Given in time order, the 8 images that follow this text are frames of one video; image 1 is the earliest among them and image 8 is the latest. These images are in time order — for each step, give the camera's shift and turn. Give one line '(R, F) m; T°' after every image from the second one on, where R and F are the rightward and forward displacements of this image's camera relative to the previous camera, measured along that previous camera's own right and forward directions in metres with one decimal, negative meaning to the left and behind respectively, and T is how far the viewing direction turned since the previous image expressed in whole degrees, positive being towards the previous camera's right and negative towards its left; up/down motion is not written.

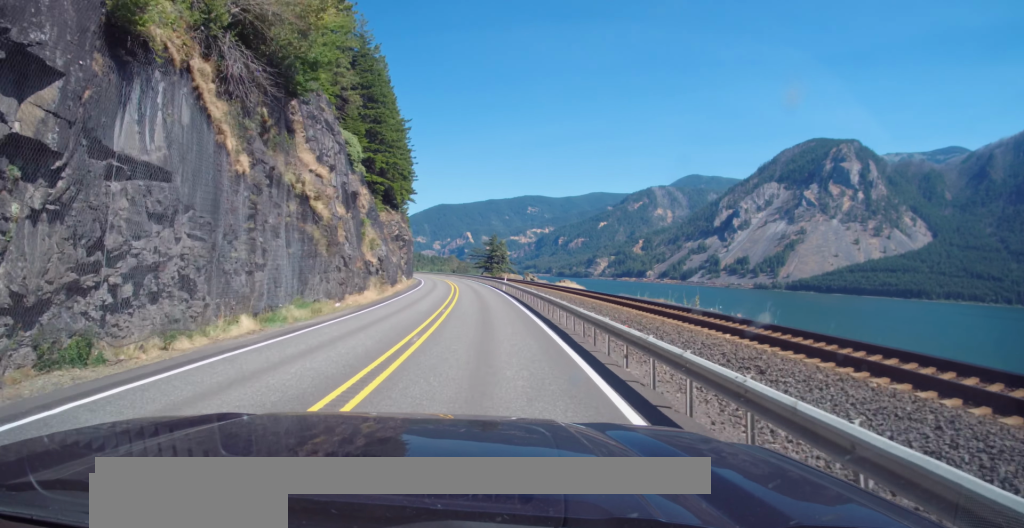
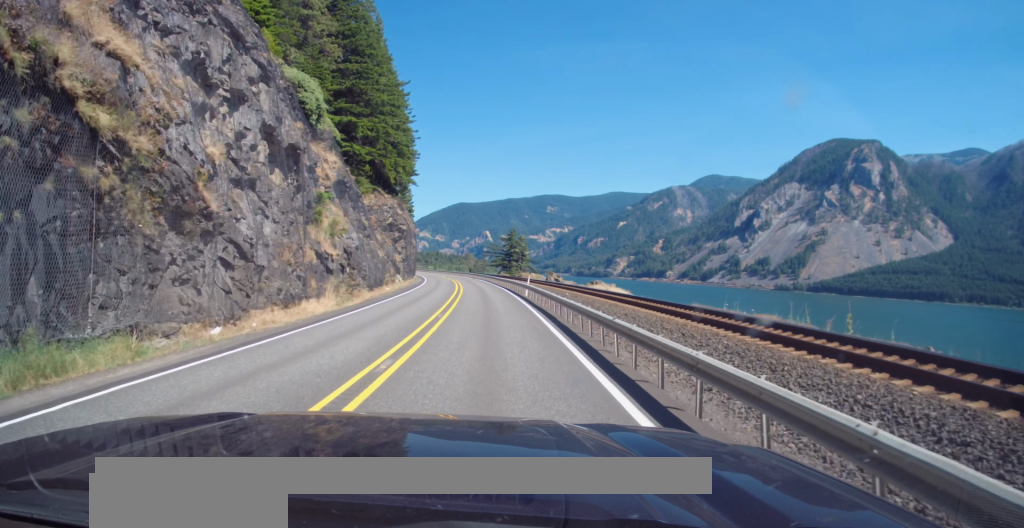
(-0.4, +17.3) m; -1°
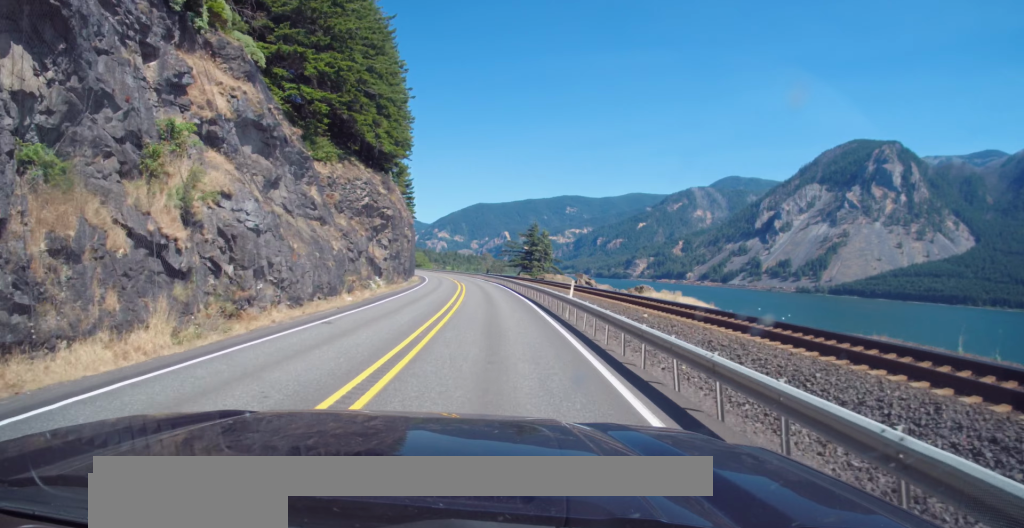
(-0.3, +19.1) m; -1°
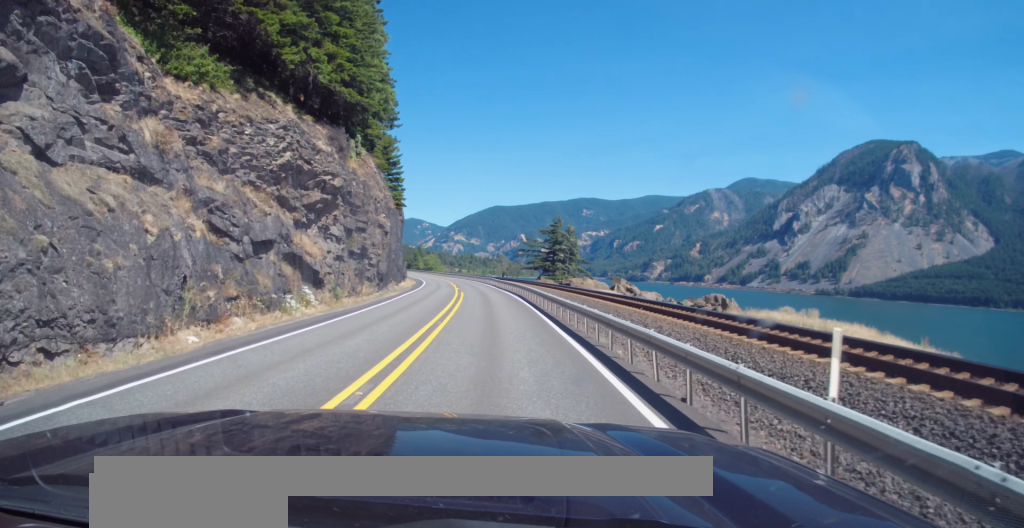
(+0.1, +20.0) m; -1°
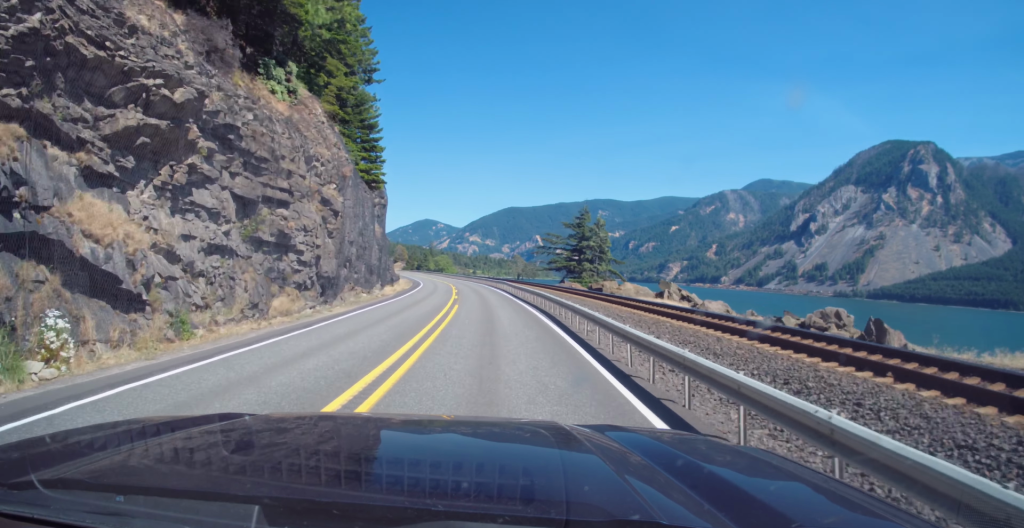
(-0.2, +17.3) m; -1°
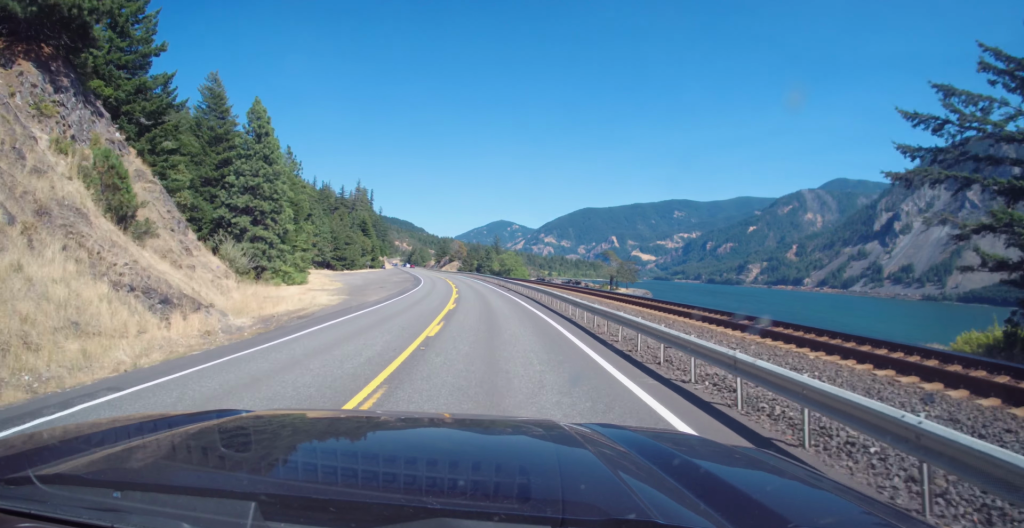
(-5.0, +72.9) m; -8°
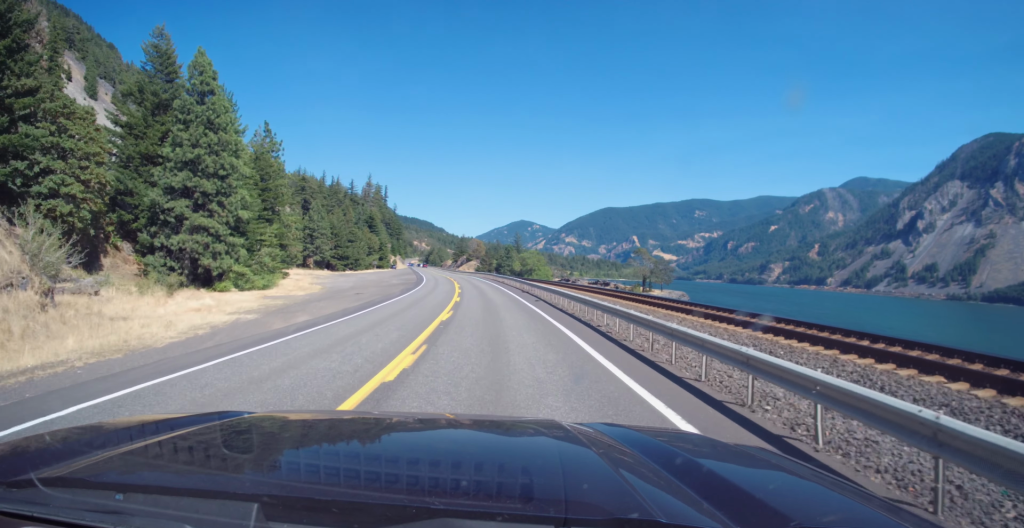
(0.0, +19.2) m; -2°
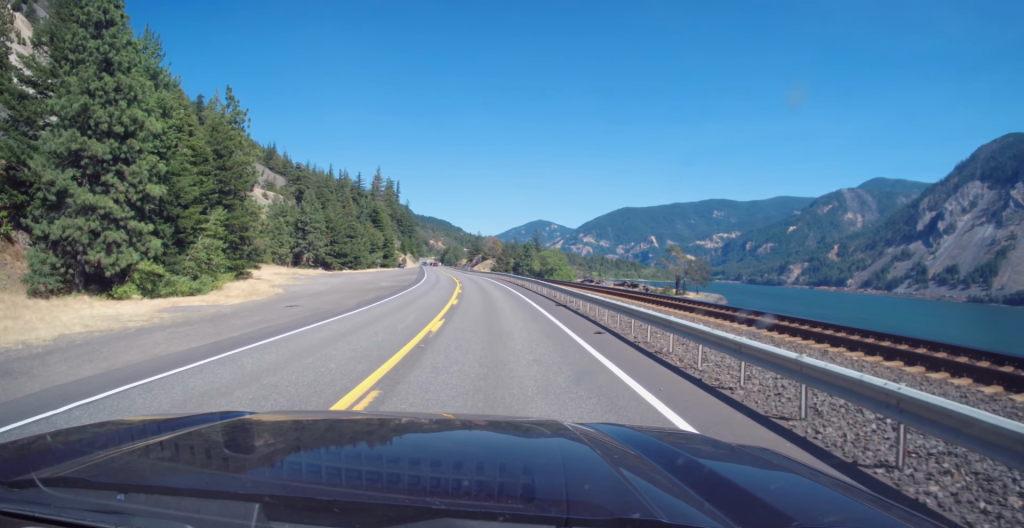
(-0.5, +17.7) m; -1°
